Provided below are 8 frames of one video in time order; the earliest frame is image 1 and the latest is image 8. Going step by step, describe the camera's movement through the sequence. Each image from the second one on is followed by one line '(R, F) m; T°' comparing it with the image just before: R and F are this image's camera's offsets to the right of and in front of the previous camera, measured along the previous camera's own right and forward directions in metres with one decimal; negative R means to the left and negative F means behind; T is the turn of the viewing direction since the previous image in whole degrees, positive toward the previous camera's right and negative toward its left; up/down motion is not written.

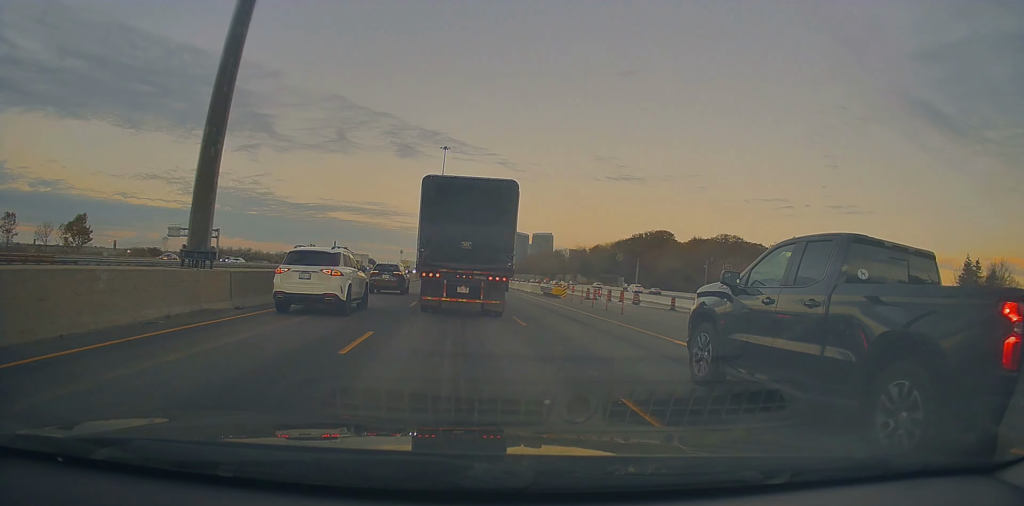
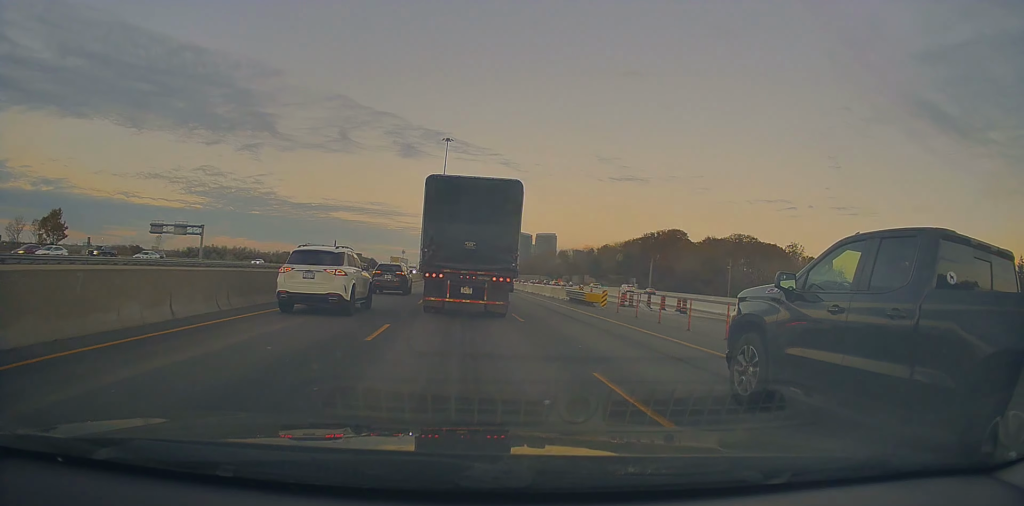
(+0.1, +10.7) m; 0°
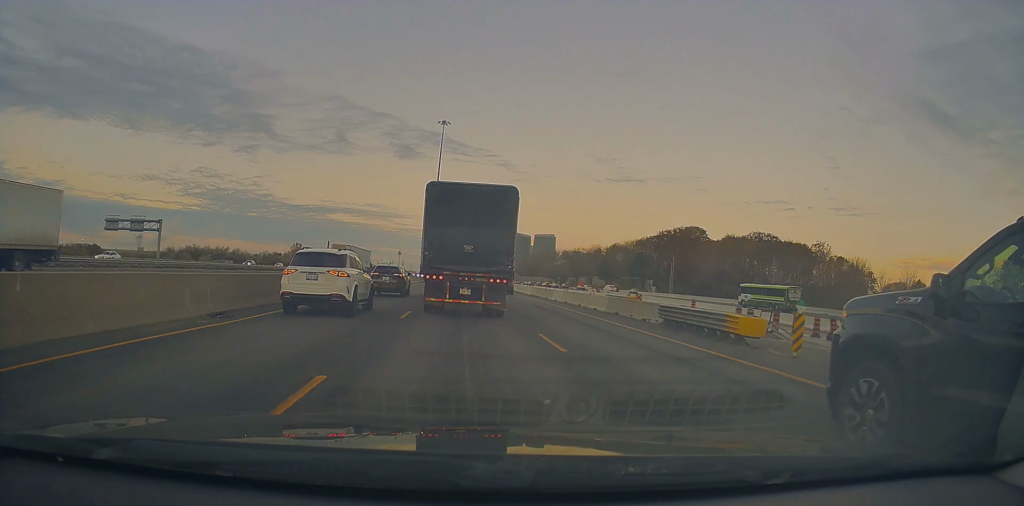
(+0.1, +19.4) m; -1°
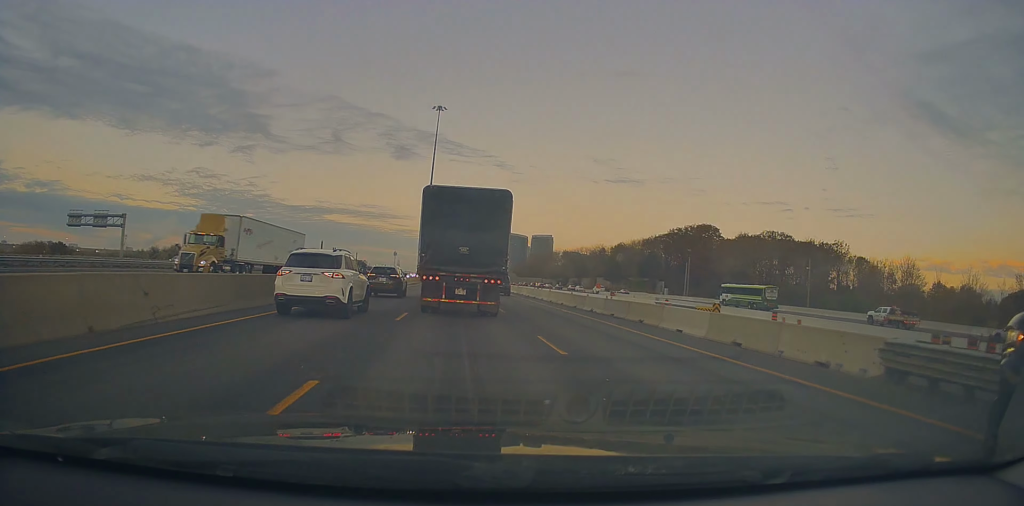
(-0.2, +12.6) m; -1°
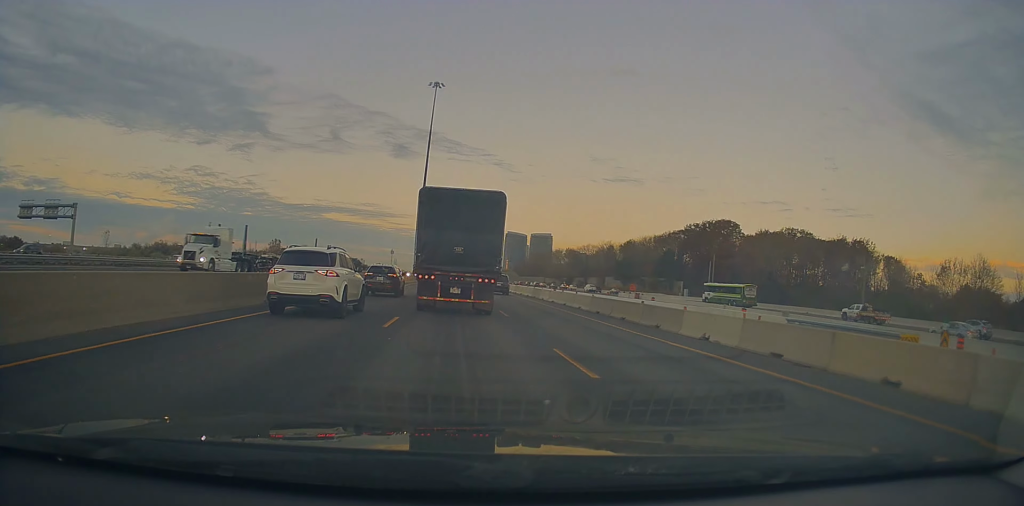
(0.0, +14.7) m; 0°
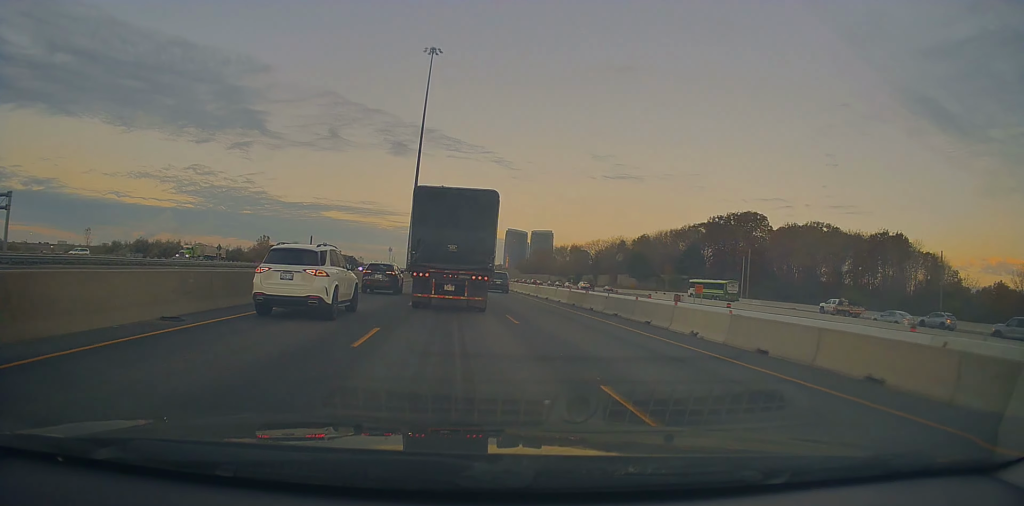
(0.0, +15.9) m; 0°
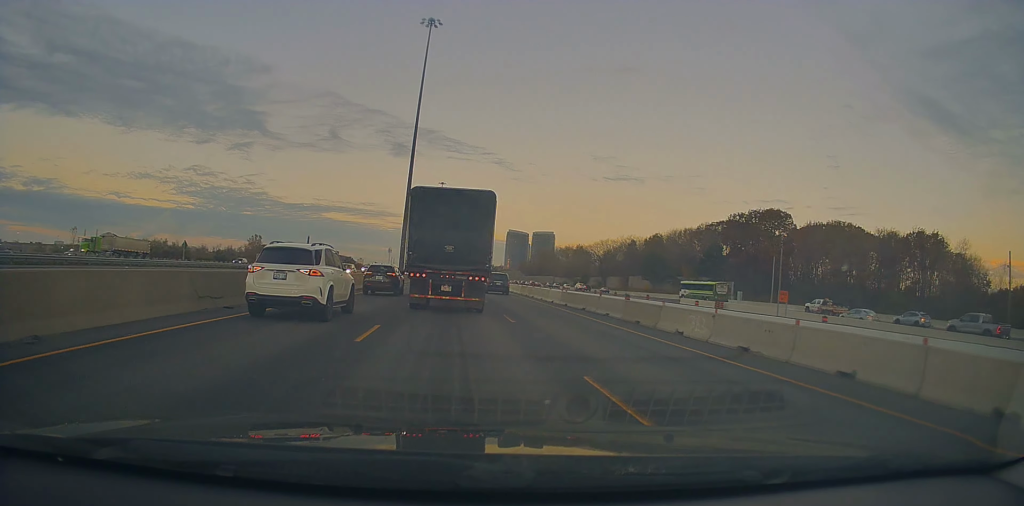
(-0.1, +11.5) m; +1°
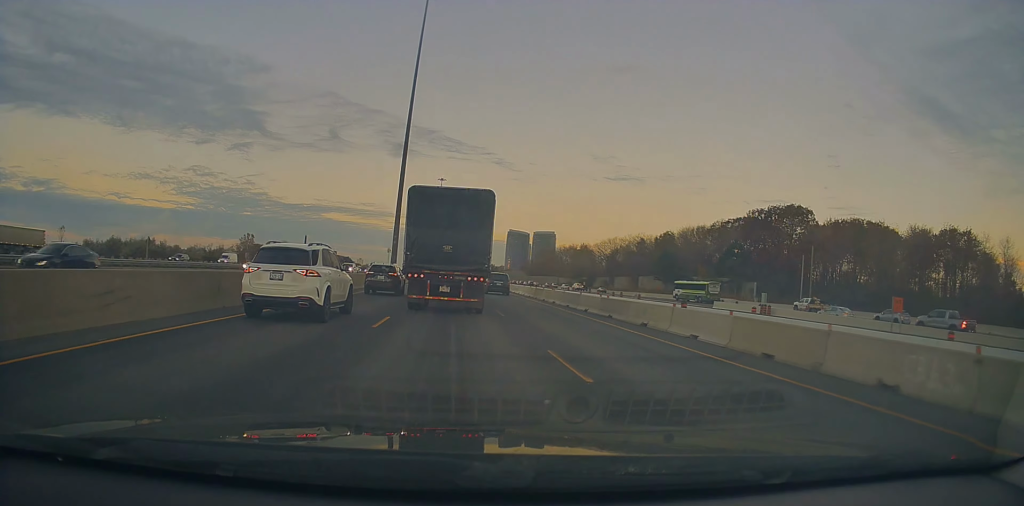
(-0.1, +9.5) m; +1°
